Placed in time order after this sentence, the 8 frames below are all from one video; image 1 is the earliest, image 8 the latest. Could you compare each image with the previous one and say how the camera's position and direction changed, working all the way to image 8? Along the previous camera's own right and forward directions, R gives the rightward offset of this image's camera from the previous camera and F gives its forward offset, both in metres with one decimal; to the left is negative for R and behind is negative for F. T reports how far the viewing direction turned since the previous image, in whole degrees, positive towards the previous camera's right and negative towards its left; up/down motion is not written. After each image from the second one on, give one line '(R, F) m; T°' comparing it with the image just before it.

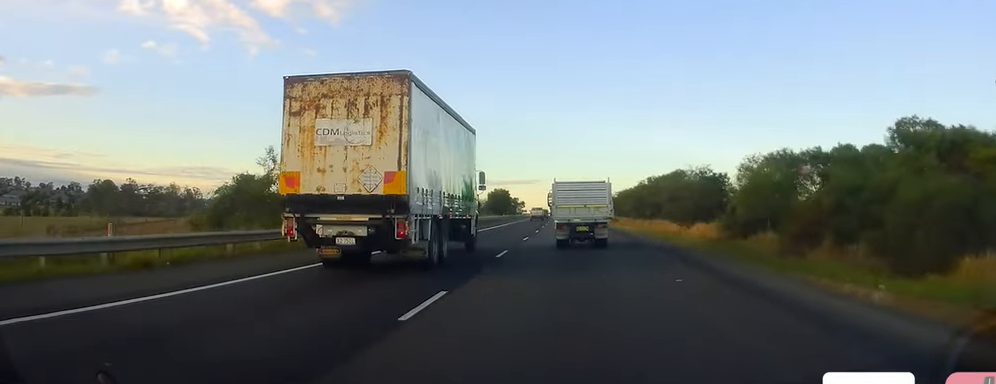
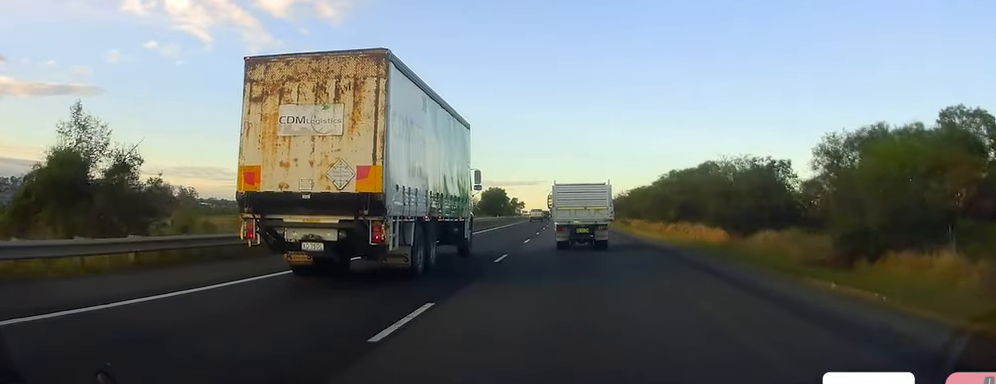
(-0.1, +13.1) m; 0°
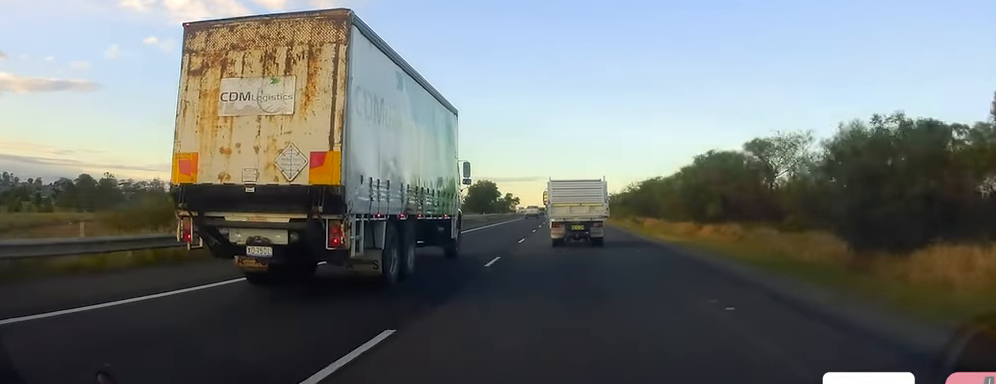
(+0.4, +14.1) m; +1°
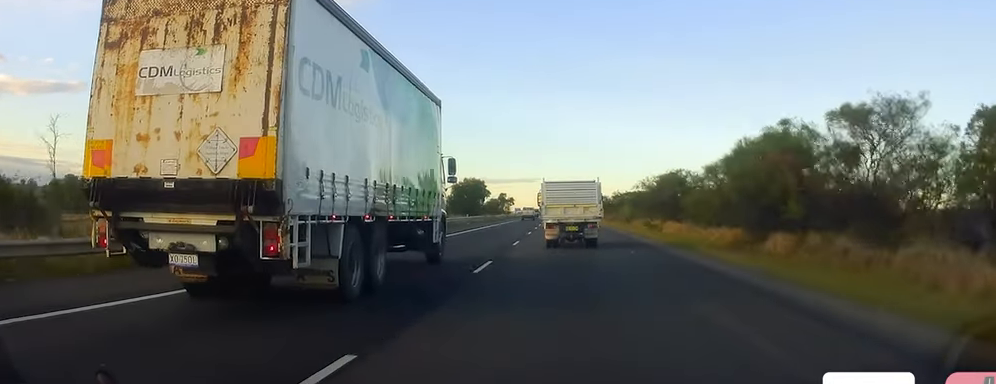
(+0.2, +13.2) m; 0°
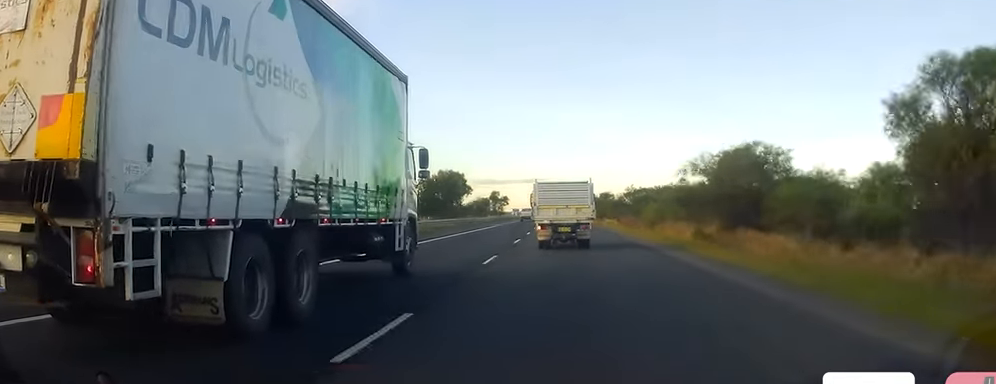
(+0.1, +20.6) m; -1°
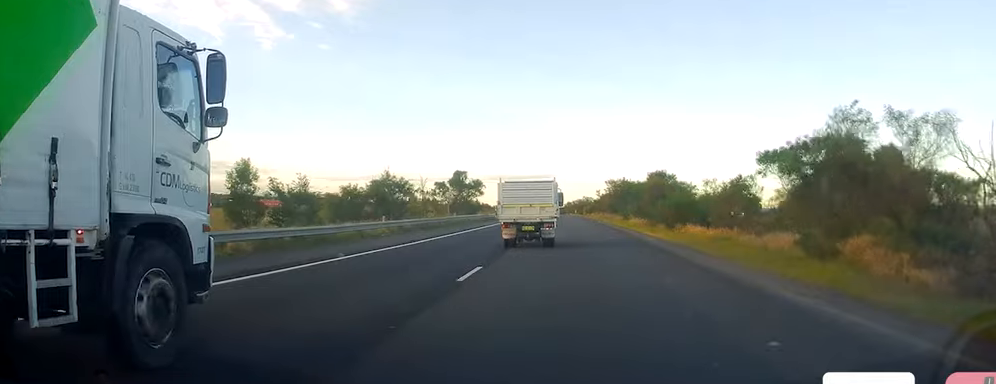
(-1.6, +62.6) m; -2°
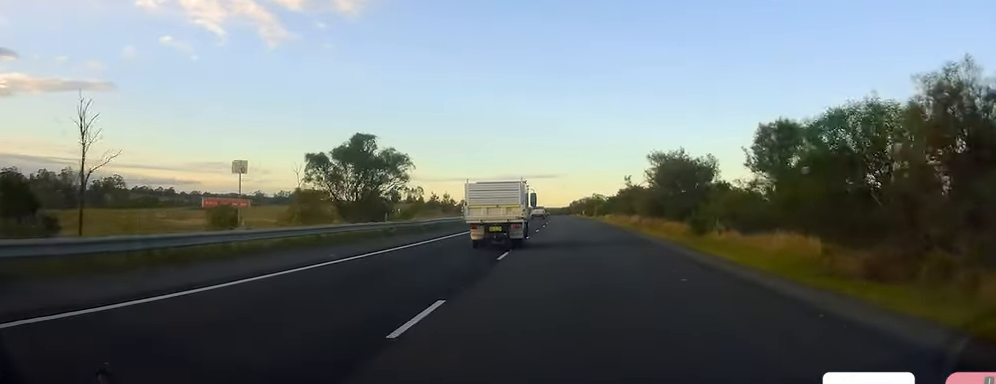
(-0.3, +40.5) m; 0°
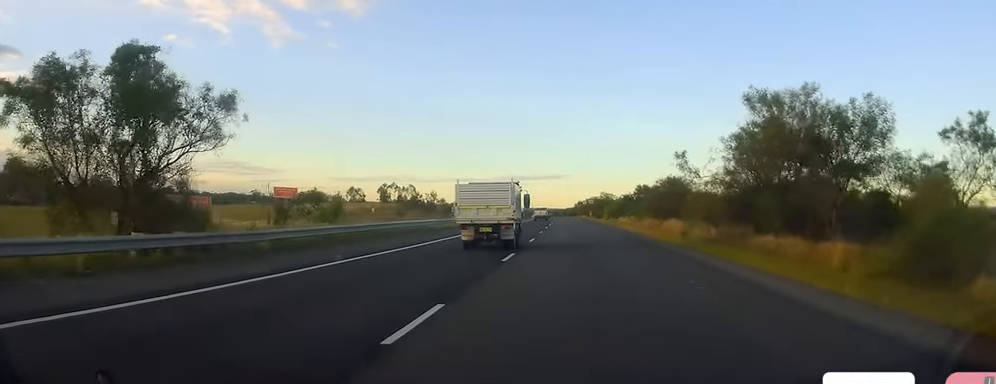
(+0.1, +23.6) m; 0°
